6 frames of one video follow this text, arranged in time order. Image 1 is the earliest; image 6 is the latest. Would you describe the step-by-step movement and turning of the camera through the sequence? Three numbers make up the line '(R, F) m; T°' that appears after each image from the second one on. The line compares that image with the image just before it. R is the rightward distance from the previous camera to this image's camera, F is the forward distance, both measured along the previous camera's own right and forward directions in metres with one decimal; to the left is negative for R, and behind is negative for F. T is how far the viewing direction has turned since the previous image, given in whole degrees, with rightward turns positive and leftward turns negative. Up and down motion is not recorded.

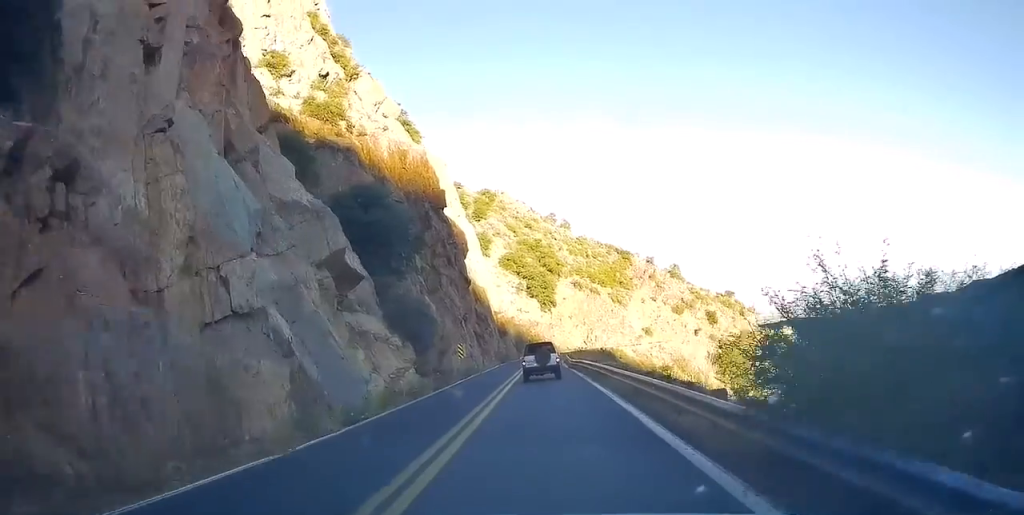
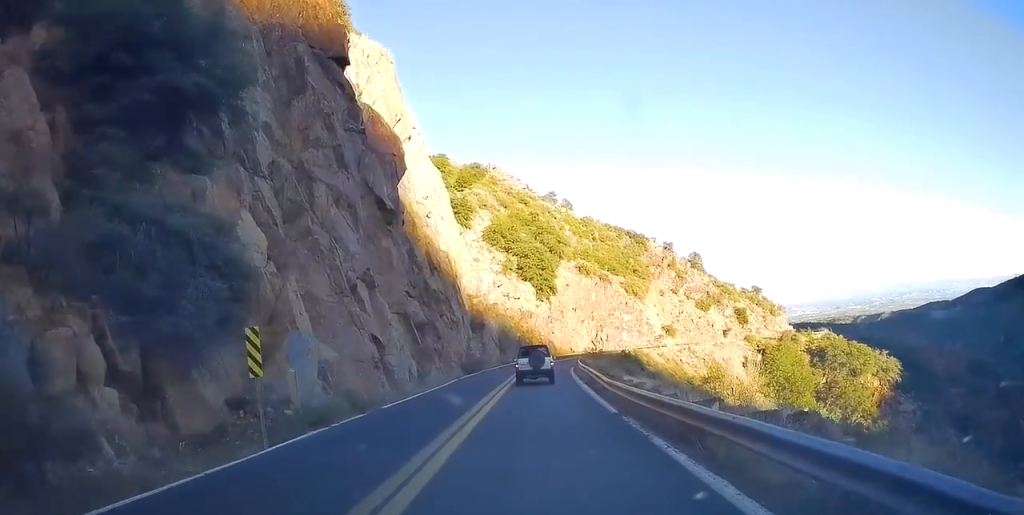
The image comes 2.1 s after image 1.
(+0.2, +25.9) m; -2°
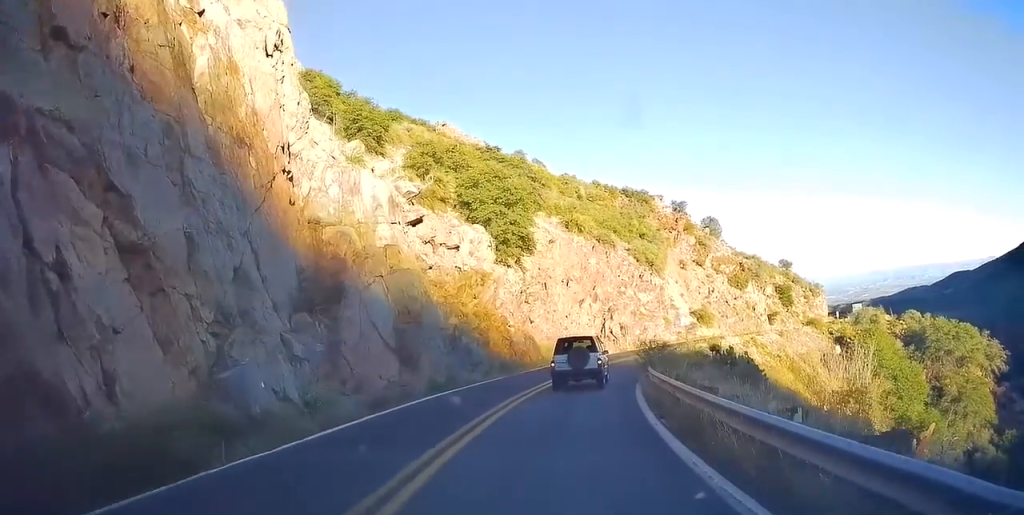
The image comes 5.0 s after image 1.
(+0.3, +36.7) m; +5°
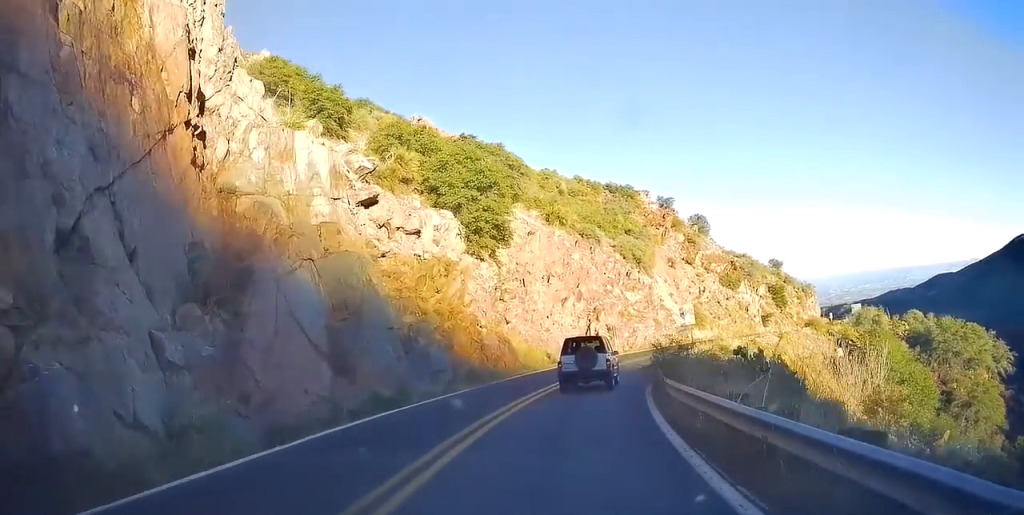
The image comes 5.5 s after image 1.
(+0.1, +5.5) m; +1°
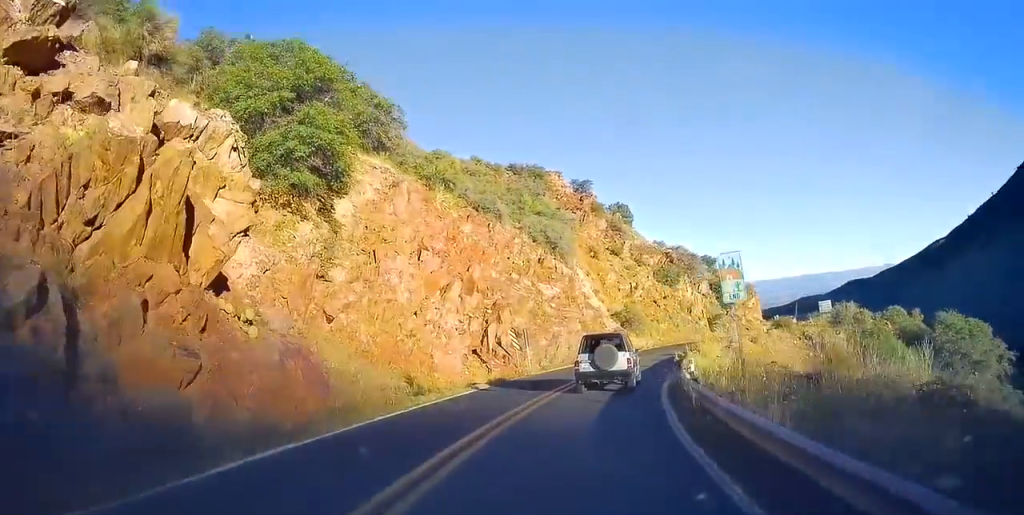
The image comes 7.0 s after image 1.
(+1.0, +16.9) m; +9°
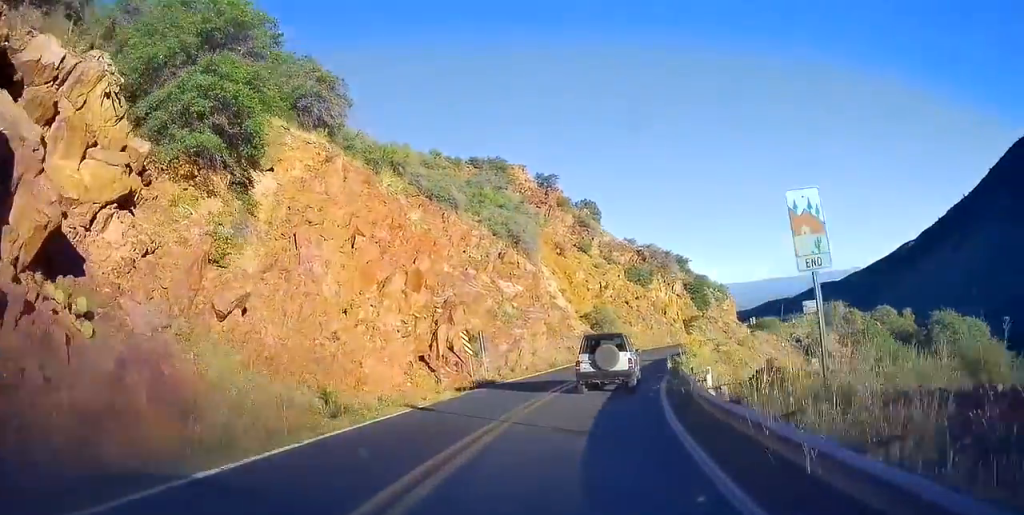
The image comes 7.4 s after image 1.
(+0.1, +4.9) m; +4°
